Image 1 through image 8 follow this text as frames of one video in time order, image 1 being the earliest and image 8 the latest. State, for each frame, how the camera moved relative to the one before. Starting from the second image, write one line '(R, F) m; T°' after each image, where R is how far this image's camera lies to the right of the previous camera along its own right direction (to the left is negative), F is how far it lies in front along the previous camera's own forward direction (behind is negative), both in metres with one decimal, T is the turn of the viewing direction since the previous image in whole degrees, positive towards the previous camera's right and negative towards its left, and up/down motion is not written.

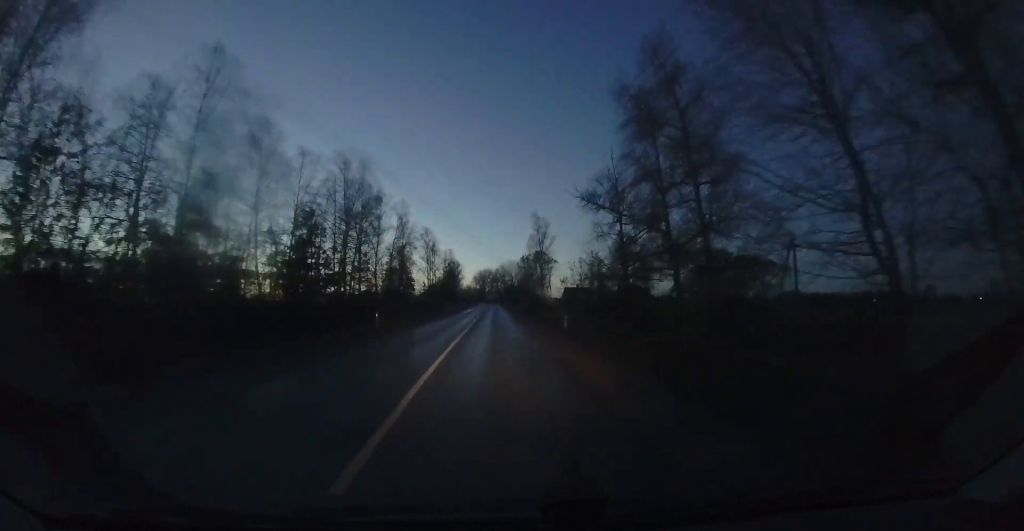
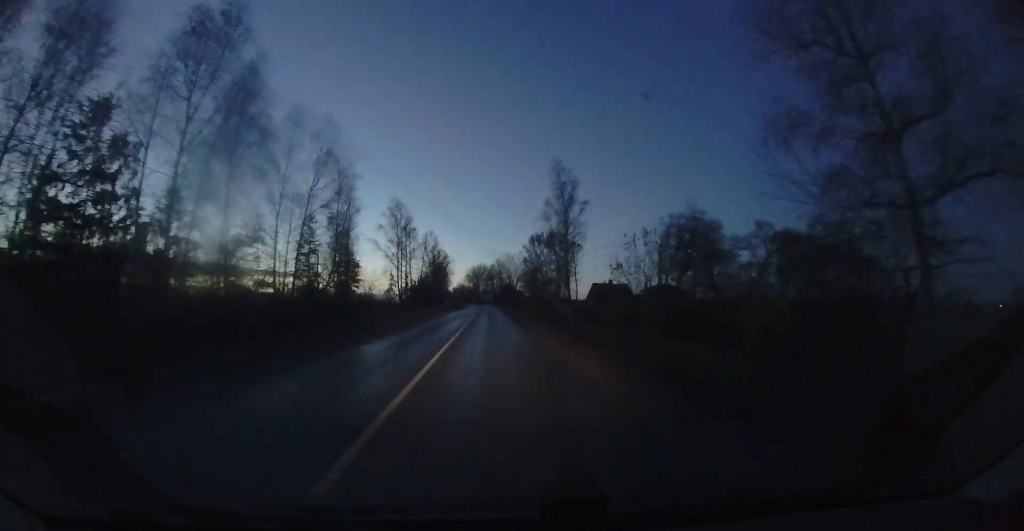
(+0.4, +23.3) m; +2°
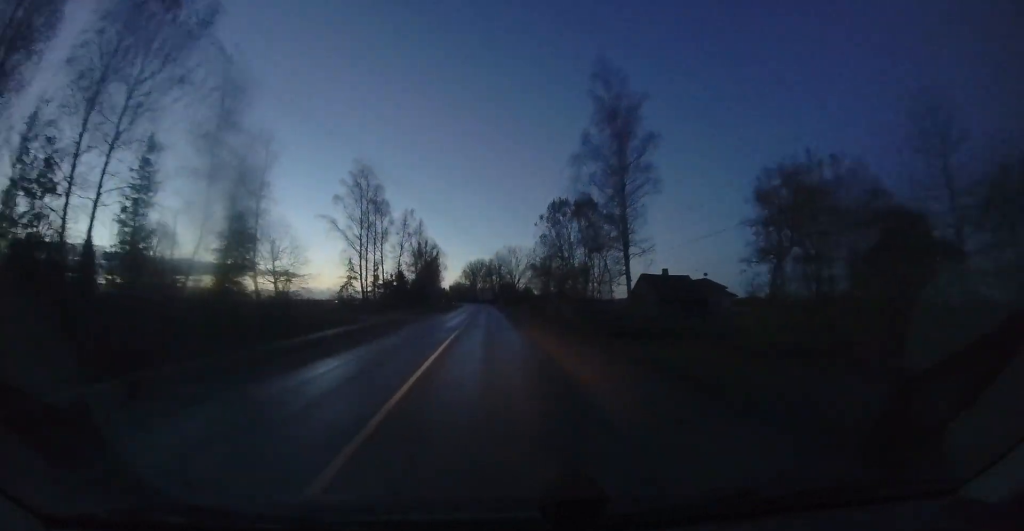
(+0.2, +17.0) m; +2°
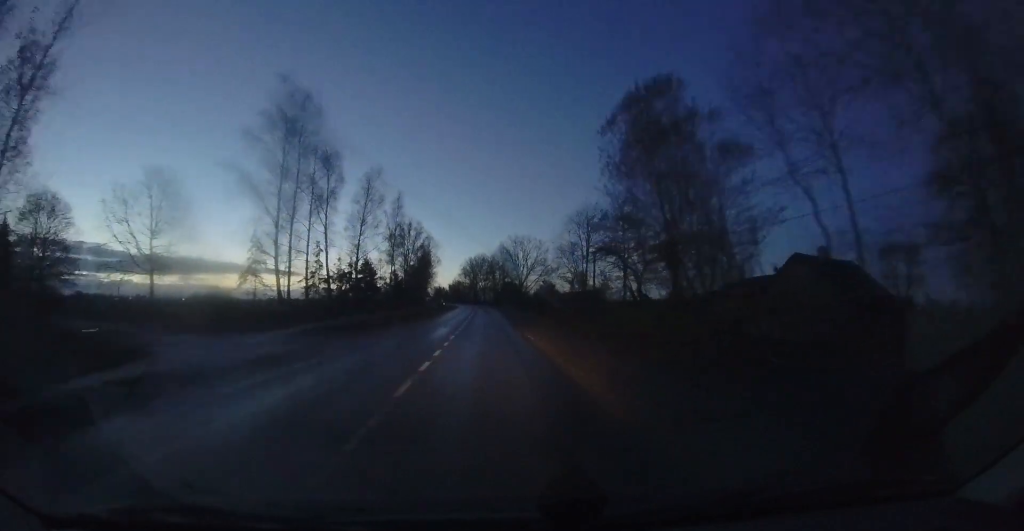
(+0.3, +18.6) m; +1°
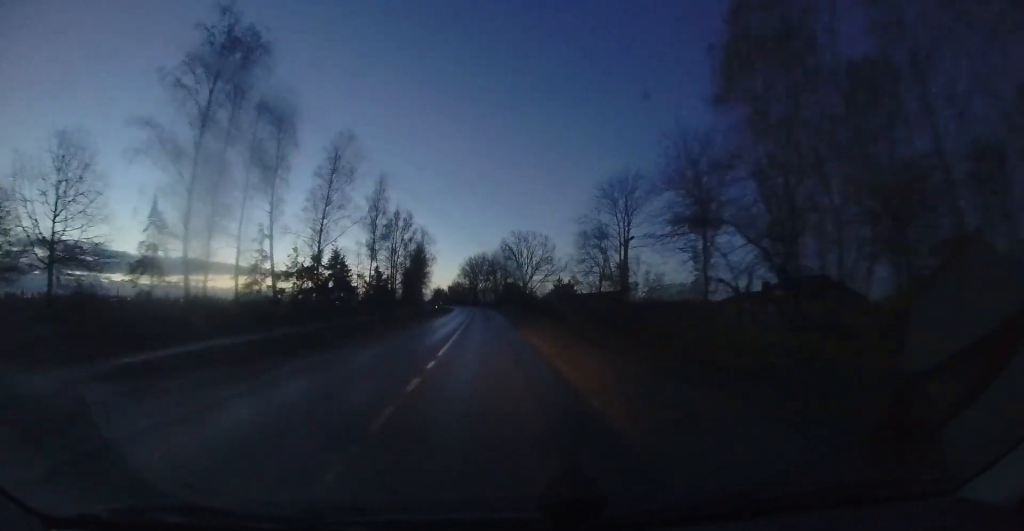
(+0.1, +9.1) m; 0°
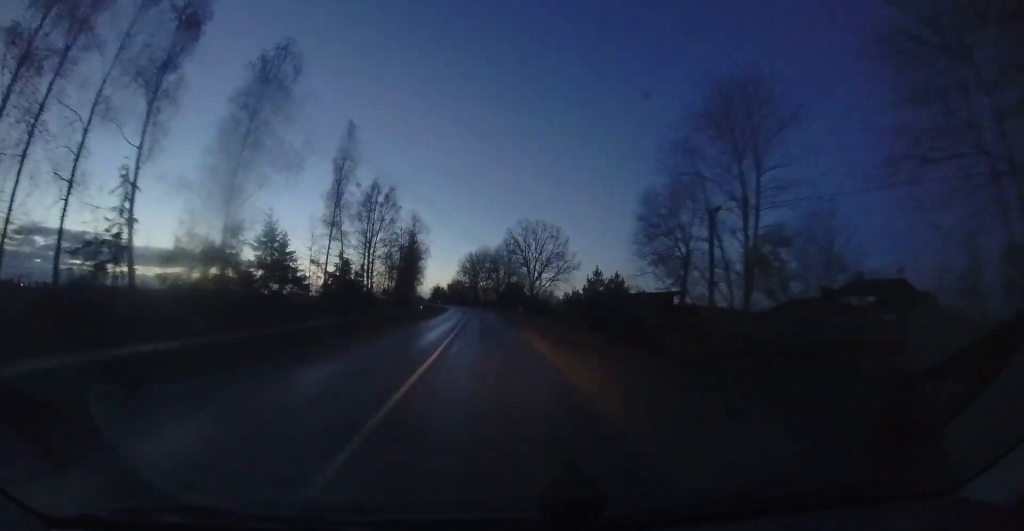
(-0.2, +11.9) m; 0°
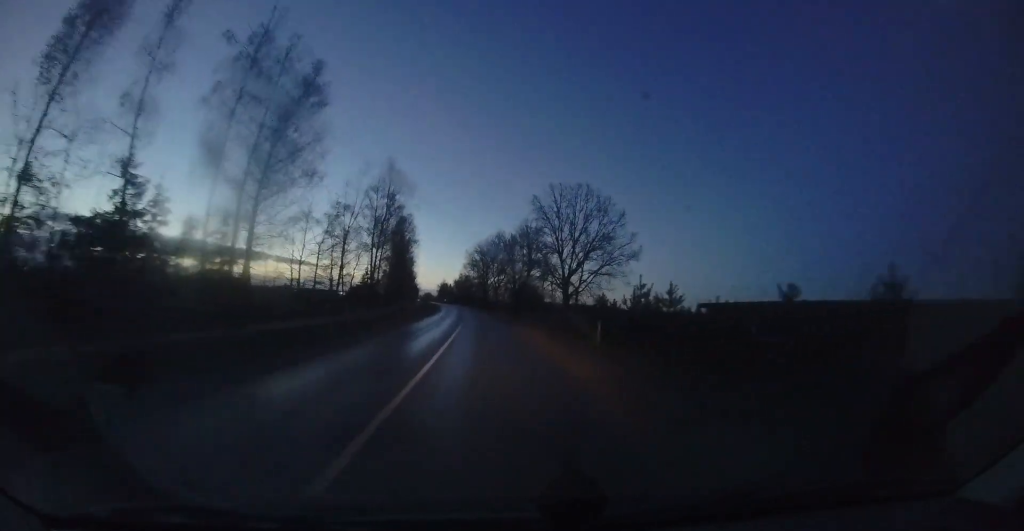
(0.0, +24.8) m; -1°
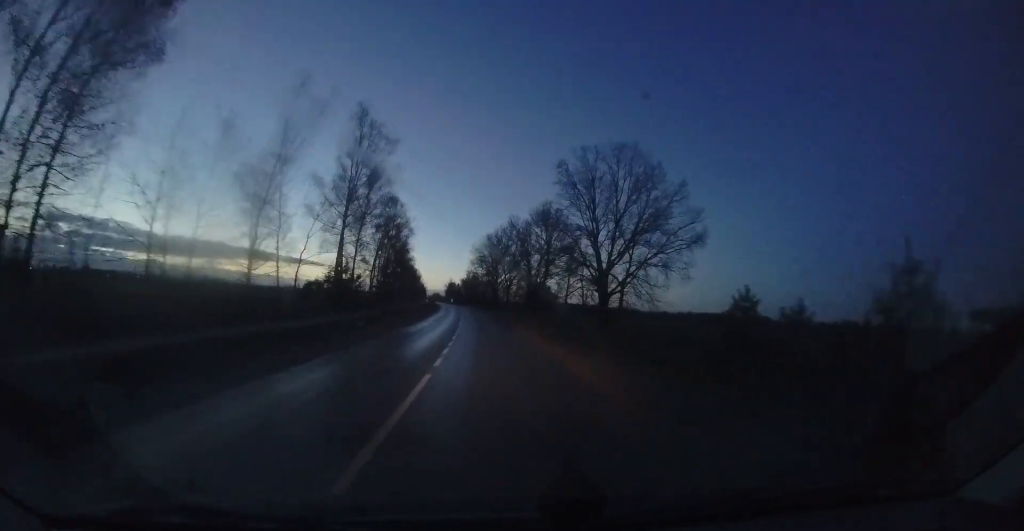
(-0.2, +13.6) m; -2°
